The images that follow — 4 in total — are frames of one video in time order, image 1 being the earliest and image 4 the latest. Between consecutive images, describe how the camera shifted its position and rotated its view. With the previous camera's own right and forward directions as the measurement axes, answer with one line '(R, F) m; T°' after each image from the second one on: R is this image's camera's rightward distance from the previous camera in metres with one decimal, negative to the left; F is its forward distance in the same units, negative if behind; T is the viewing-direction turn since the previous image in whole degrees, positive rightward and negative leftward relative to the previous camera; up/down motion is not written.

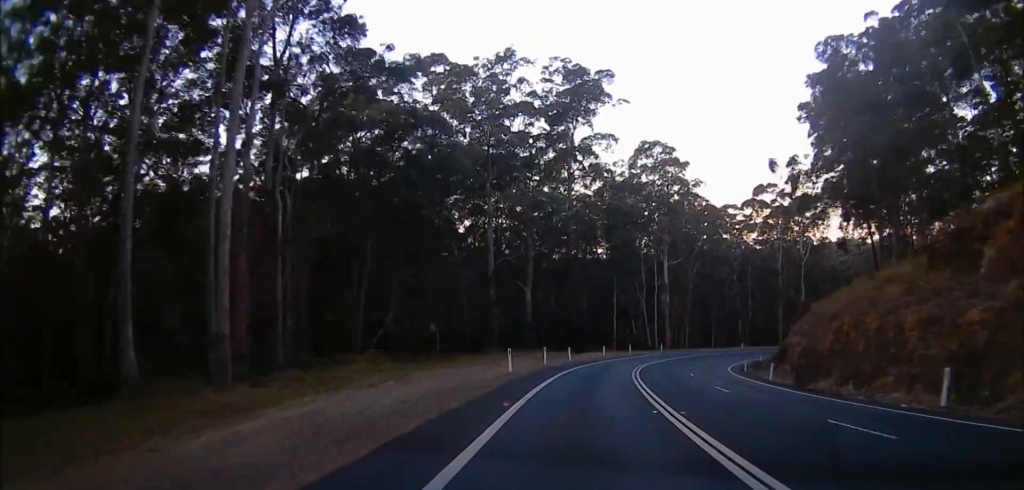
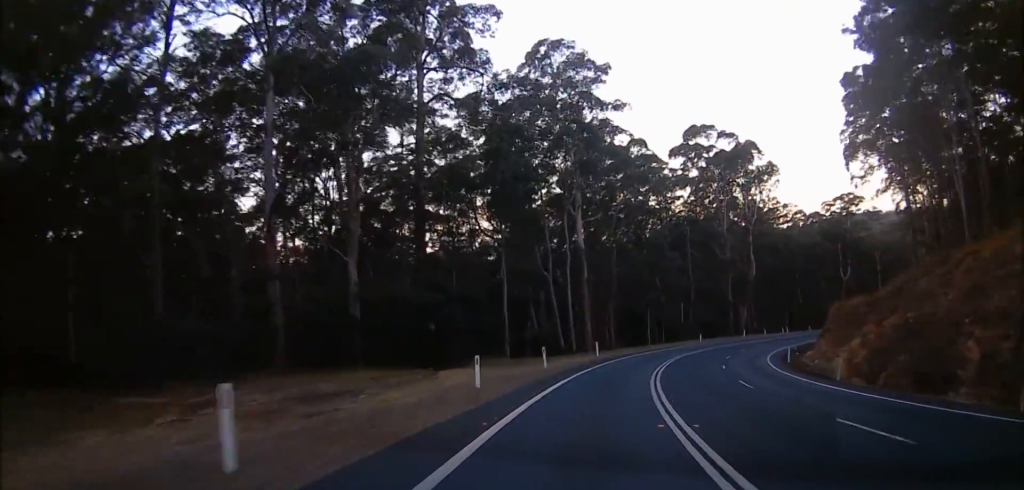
(+0.5, +38.3) m; +6°
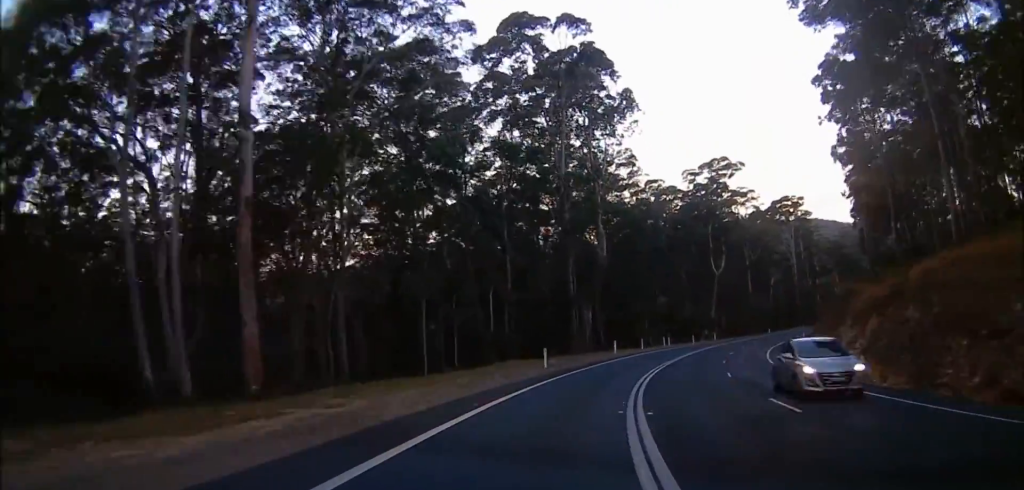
(+8.5, +43.8) m; +20°
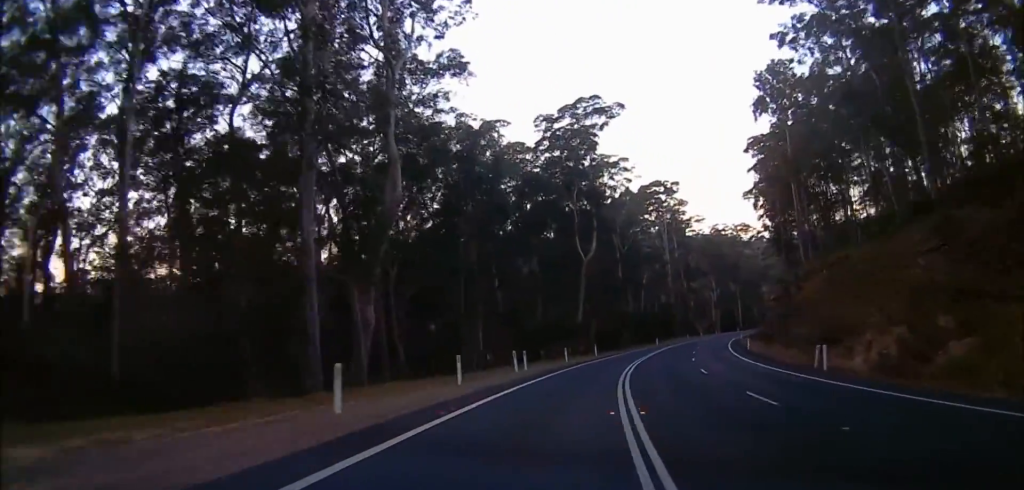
(+4.2, +35.5) m; +12°
